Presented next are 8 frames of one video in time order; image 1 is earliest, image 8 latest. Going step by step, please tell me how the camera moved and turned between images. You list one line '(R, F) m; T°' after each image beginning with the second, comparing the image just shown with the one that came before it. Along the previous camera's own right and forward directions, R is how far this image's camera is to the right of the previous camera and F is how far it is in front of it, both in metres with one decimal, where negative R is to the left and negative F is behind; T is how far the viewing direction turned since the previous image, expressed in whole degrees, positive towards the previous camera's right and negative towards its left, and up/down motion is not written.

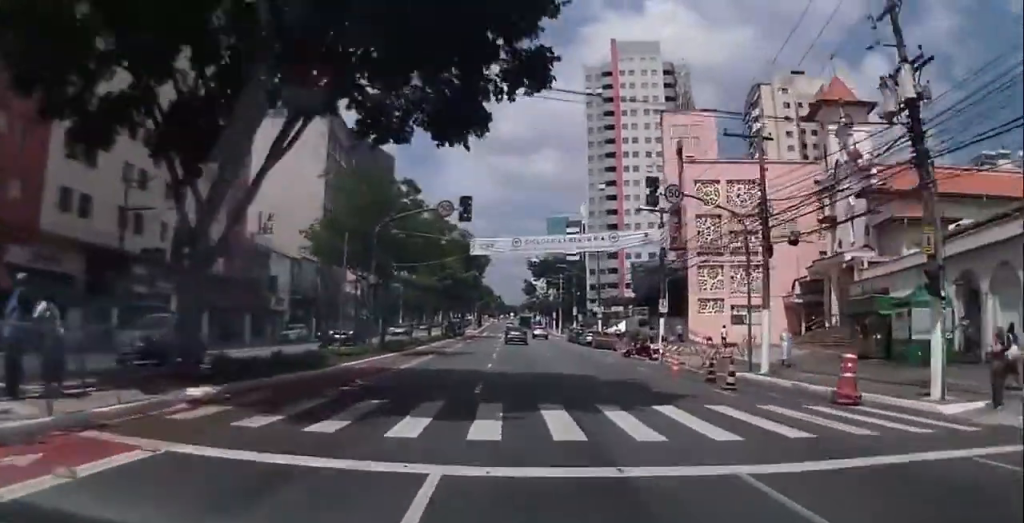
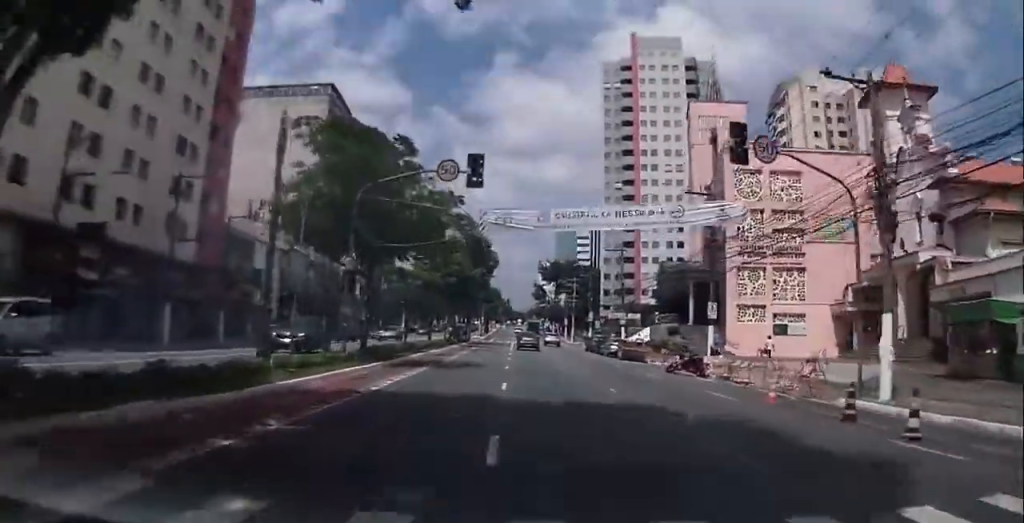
(-0.1, +7.4) m; +1°
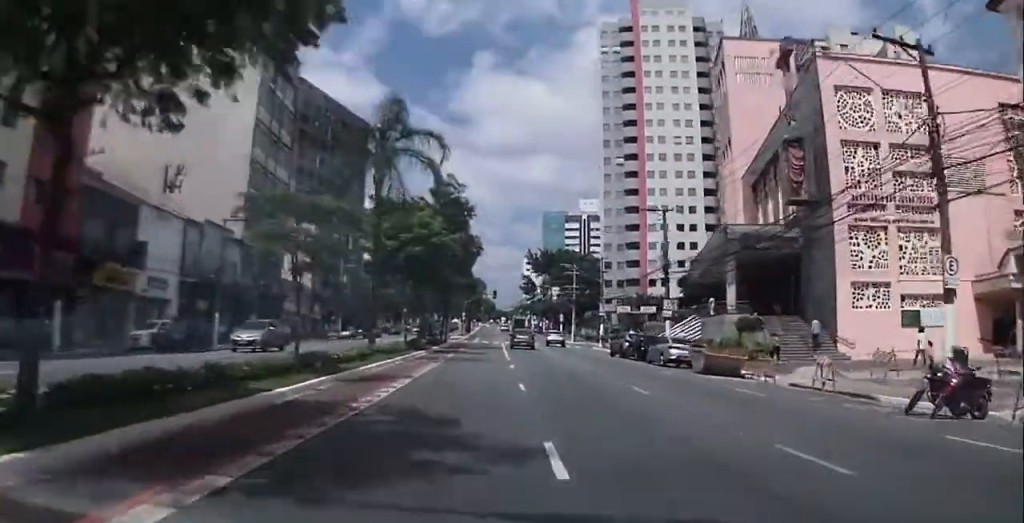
(+0.2, +19.1) m; 0°
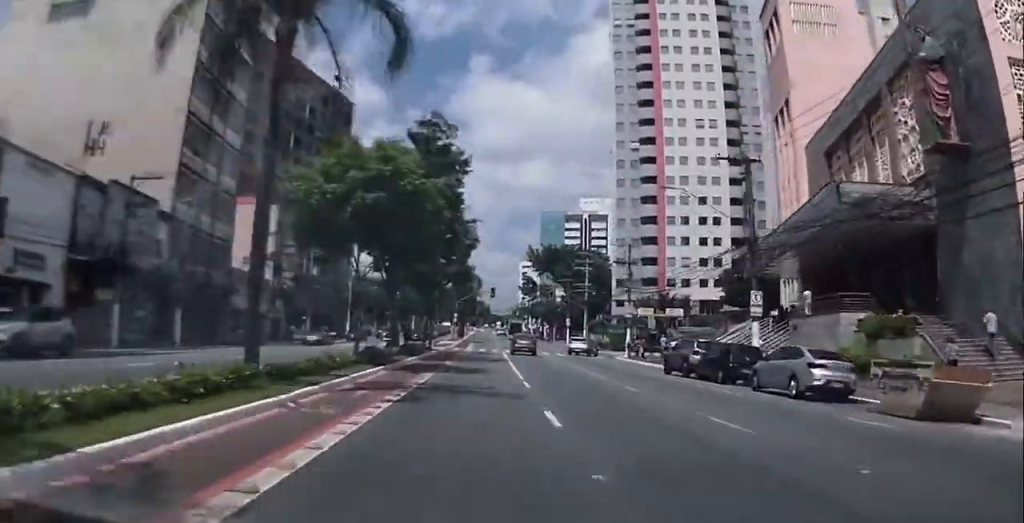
(-0.2, +13.9) m; 0°
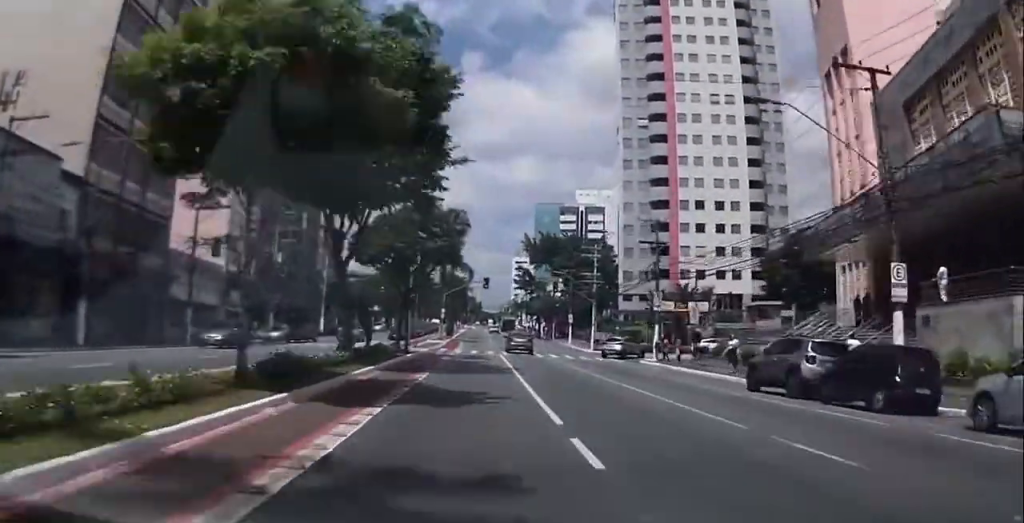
(-0.1, +10.6) m; +2°
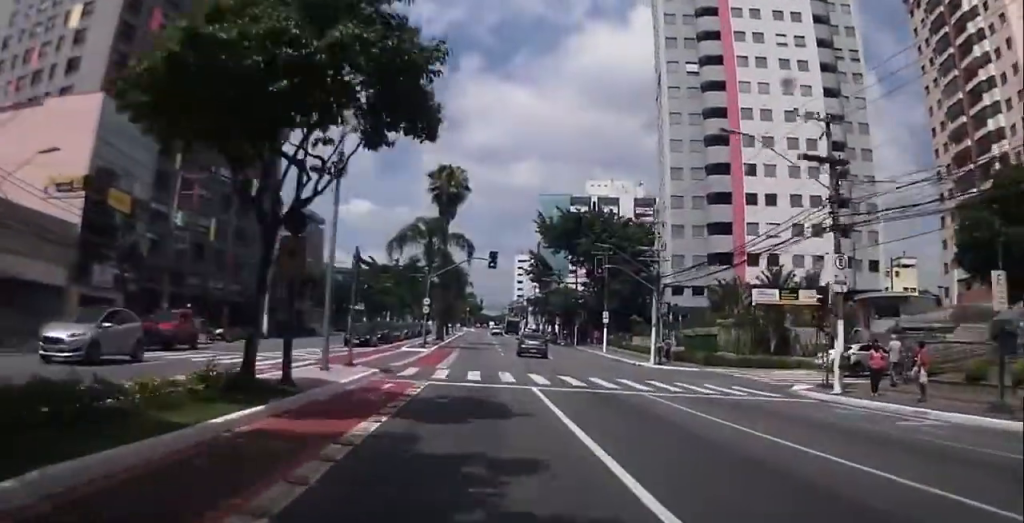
(+0.3, +22.3) m; -1°
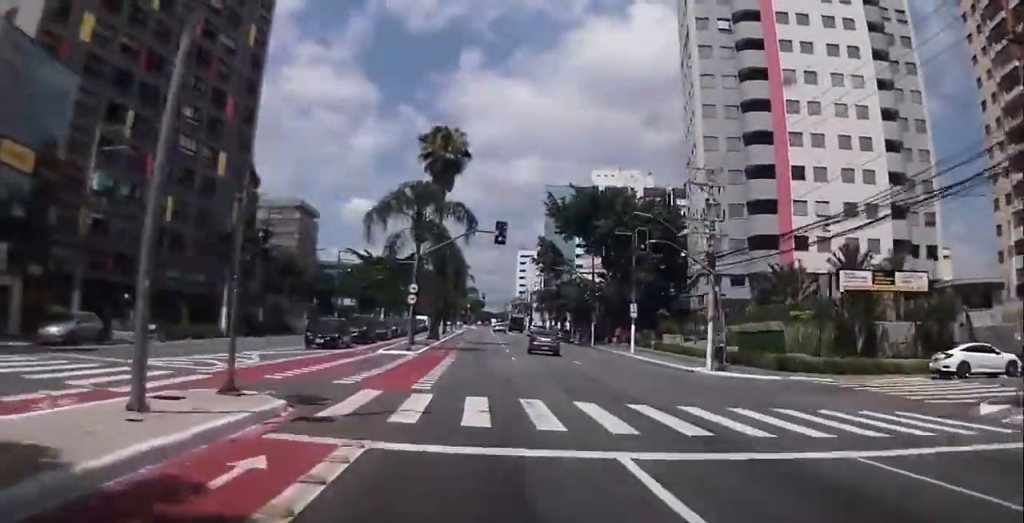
(-0.1, +10.4) m; 0°
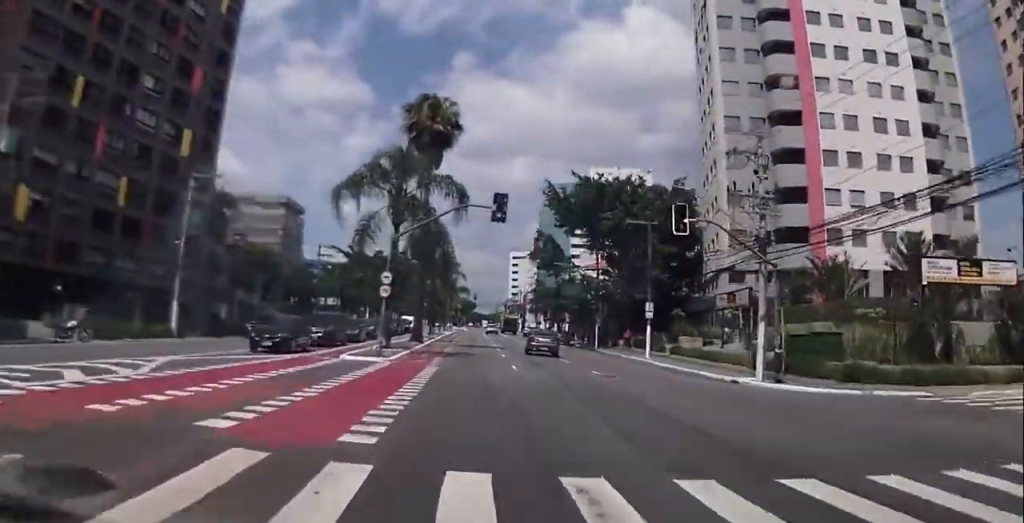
(+0.2, +7.2) m; +1°
